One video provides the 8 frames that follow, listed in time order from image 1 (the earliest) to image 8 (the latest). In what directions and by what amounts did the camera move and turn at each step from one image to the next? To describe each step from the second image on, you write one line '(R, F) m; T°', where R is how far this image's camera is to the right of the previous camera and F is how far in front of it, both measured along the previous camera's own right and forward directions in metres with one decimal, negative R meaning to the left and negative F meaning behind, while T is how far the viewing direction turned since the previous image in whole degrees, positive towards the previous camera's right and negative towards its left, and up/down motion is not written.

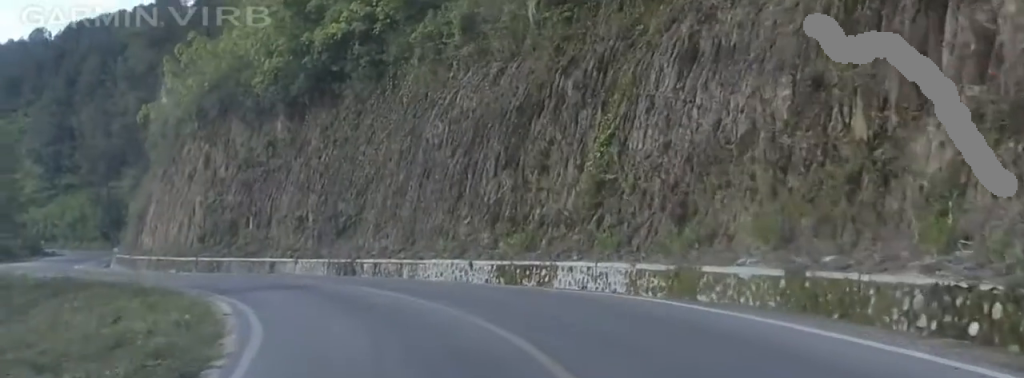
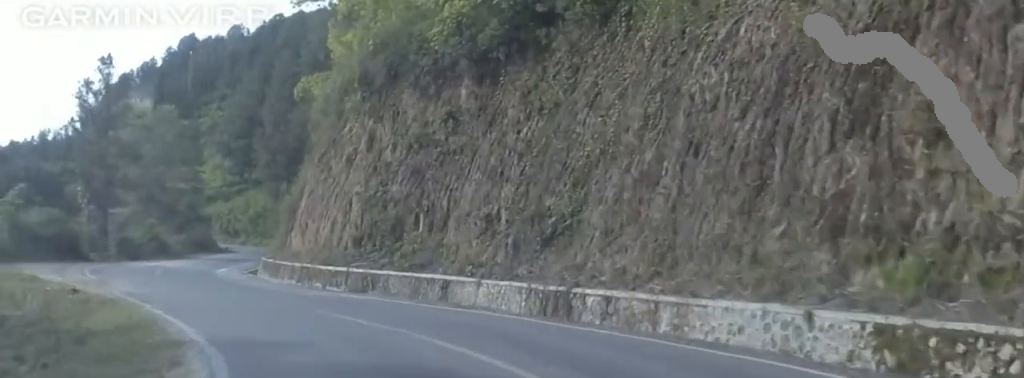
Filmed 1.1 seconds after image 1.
(-0.9, +13.1) m; -11°
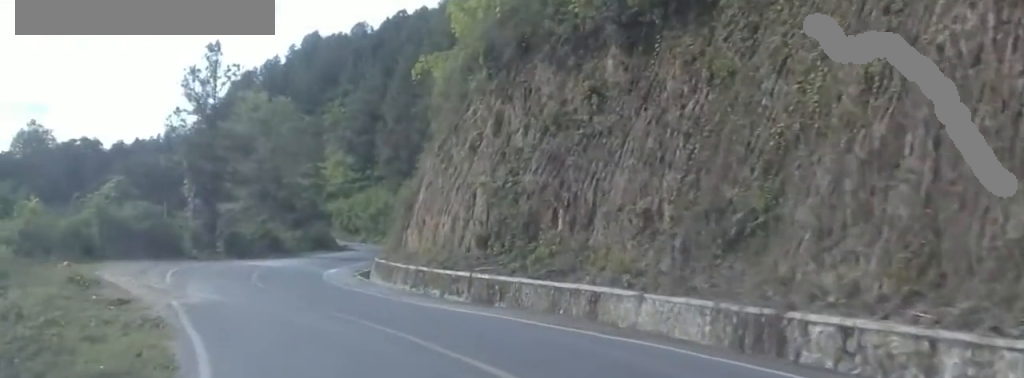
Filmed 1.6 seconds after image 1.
(-0.2, +5.9) m; -7°
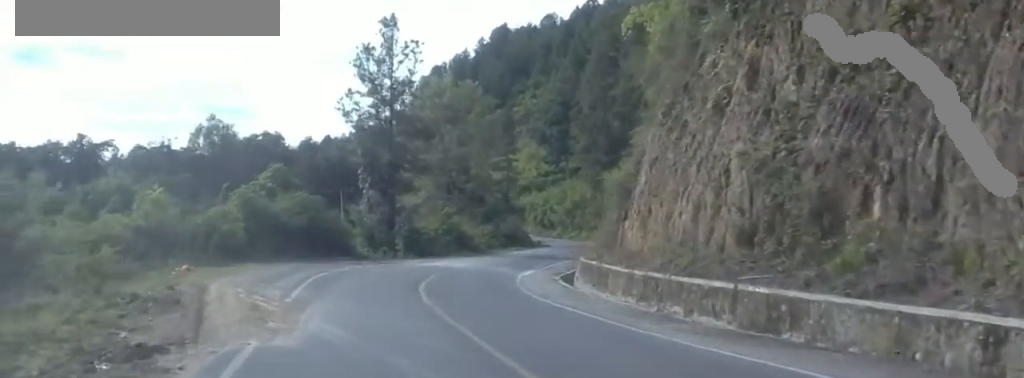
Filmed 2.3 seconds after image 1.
(-1.0, +9.5) m; -6°
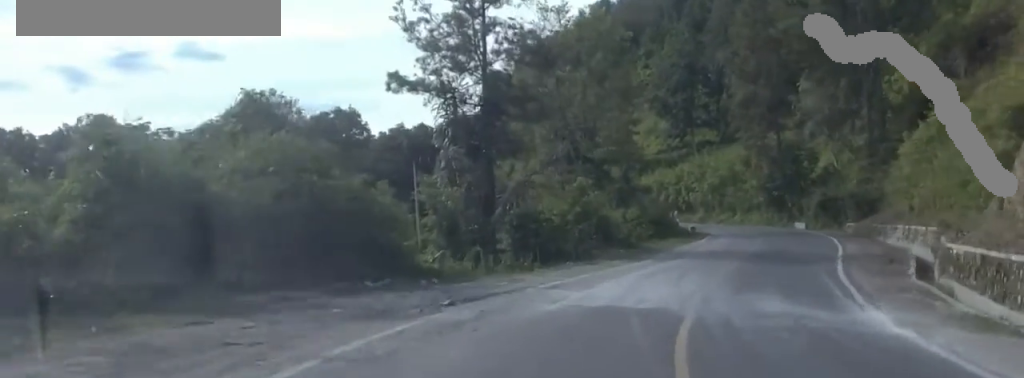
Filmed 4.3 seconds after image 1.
(+0.7, +25.9) m; +5°
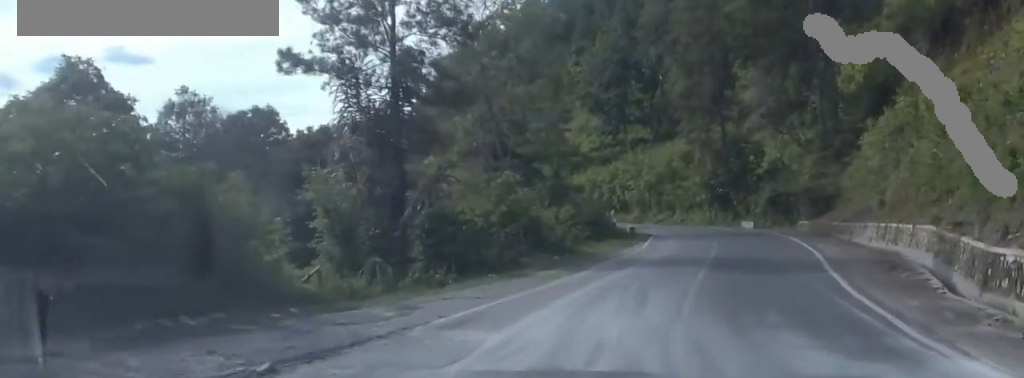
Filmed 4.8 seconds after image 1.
(+0.4, +5.9) m; 0°
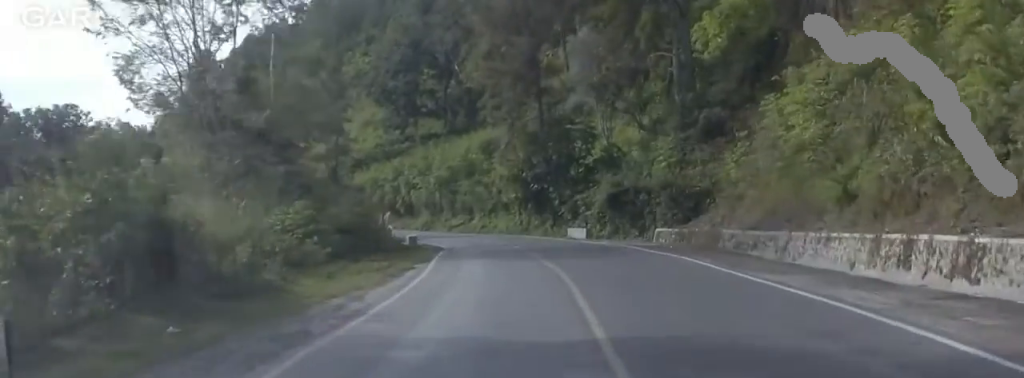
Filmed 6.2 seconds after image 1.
(-0.4, +20.0) m; +3°
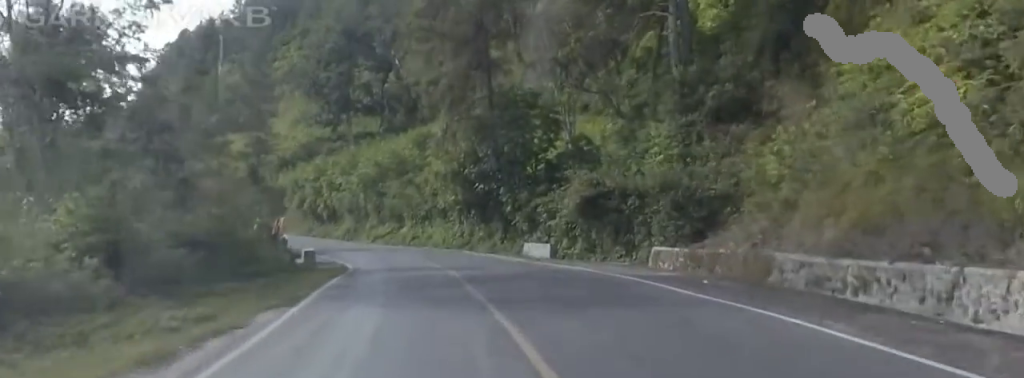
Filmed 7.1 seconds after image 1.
(+0.6, +12.4) m; +1°
